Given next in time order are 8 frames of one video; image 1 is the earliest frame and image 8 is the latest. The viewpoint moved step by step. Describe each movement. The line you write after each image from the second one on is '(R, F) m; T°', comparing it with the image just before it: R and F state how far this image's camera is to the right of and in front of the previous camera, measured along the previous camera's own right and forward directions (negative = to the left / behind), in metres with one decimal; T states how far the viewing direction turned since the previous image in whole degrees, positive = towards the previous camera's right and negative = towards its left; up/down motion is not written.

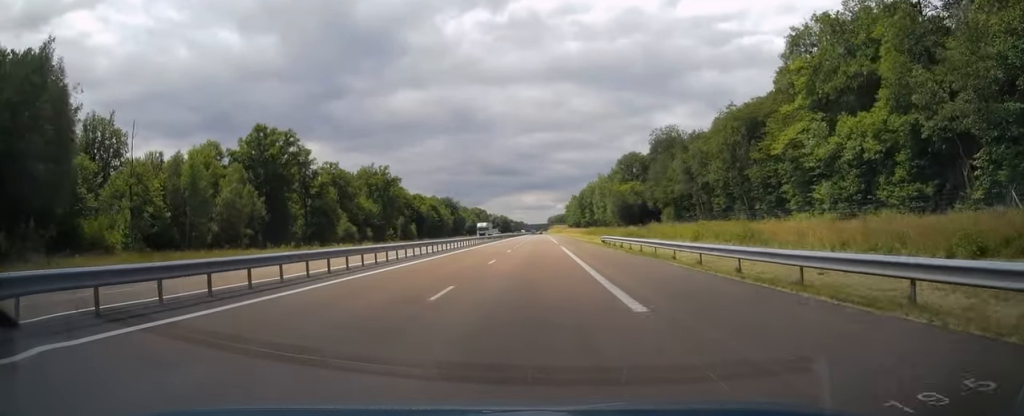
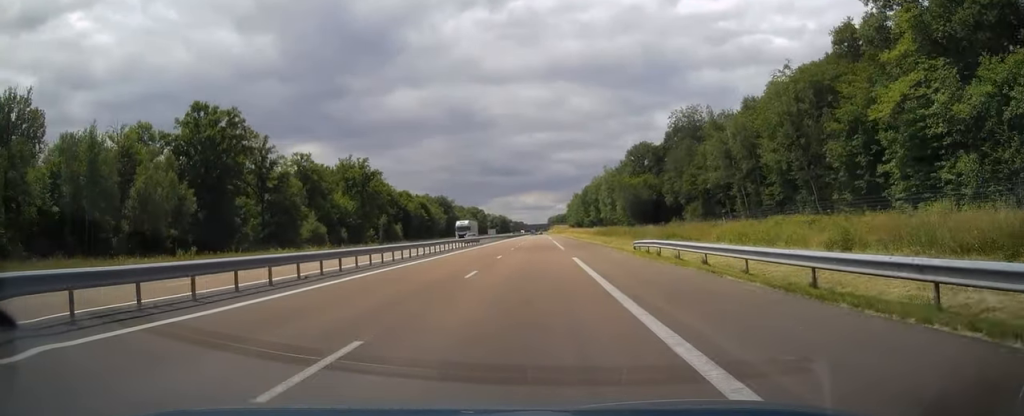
(-0.1, +20.6) m; 0°
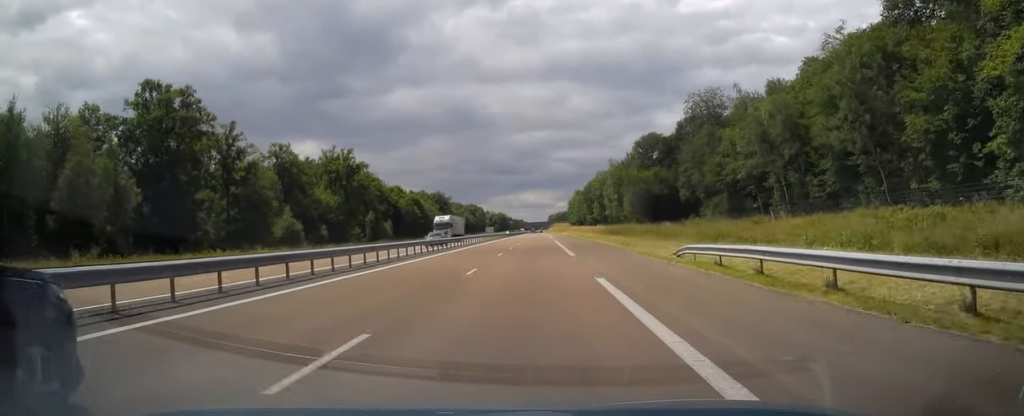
(0.0, +12.8) m; 0°
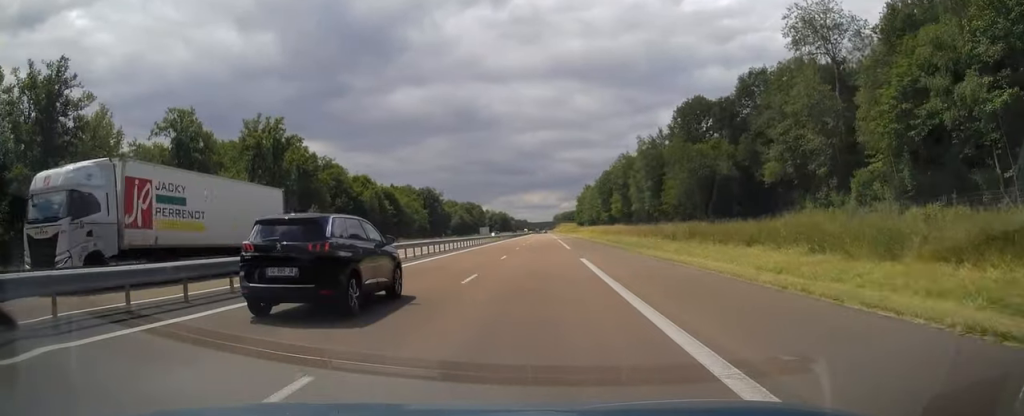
(+0.1, +41.7) m; 0°
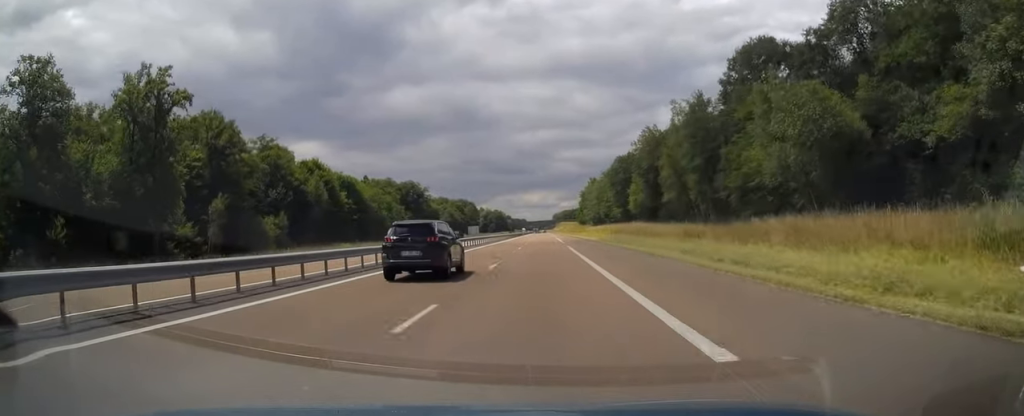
(0.0, +33.8) m; 0°
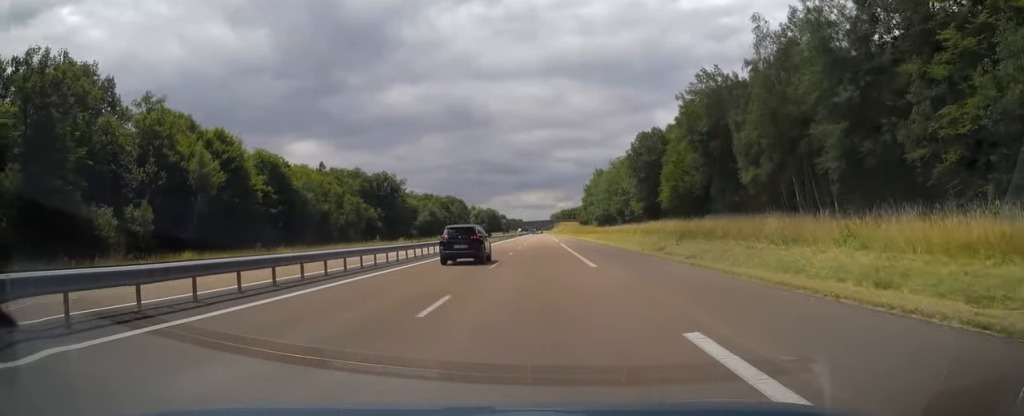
(-0.2, +37.8) m; 0°
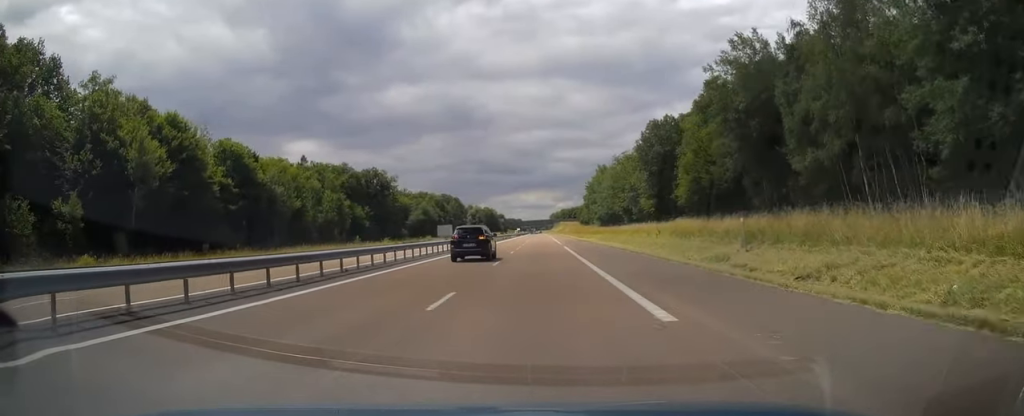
(+0.1, +12.3) m; 0°
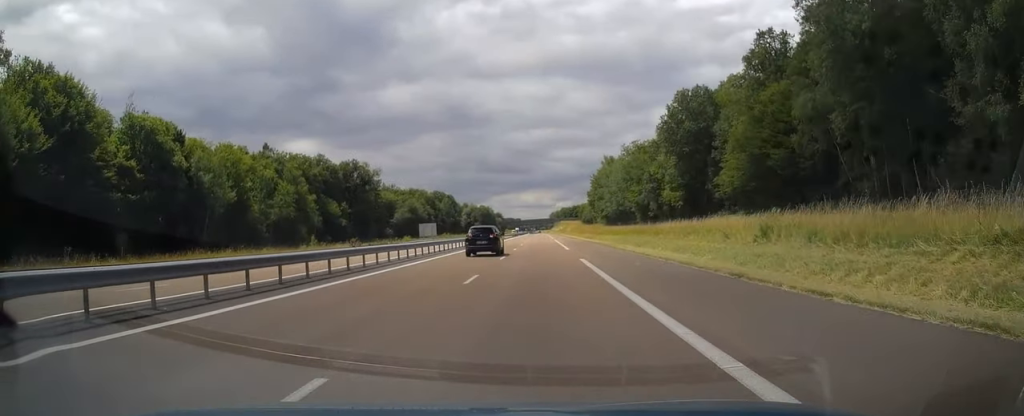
(+0.2, +21.1) m; 0°
